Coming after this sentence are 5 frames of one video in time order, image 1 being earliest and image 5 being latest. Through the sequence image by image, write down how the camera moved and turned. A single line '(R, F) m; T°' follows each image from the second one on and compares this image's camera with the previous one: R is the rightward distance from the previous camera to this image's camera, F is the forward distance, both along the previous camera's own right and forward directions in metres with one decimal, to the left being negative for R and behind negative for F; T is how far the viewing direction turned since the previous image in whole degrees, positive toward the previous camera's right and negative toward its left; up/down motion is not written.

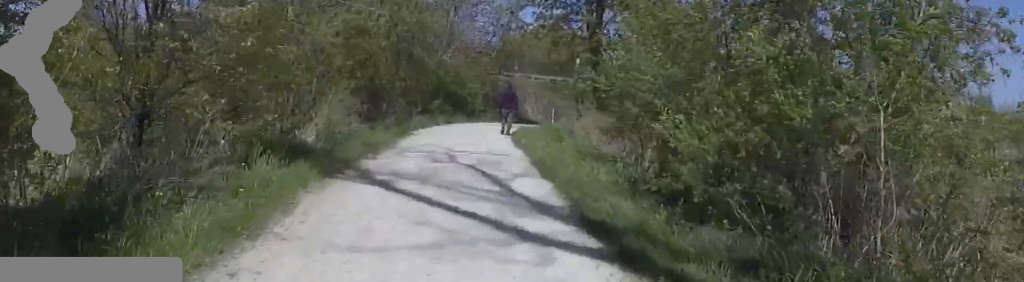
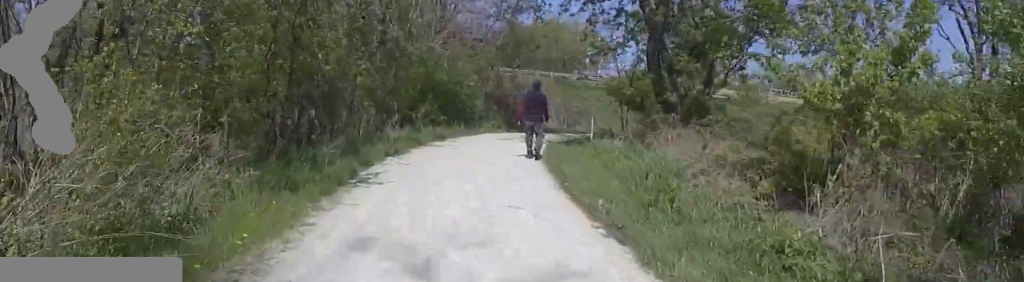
(+0.2, +8.4) m; +8°
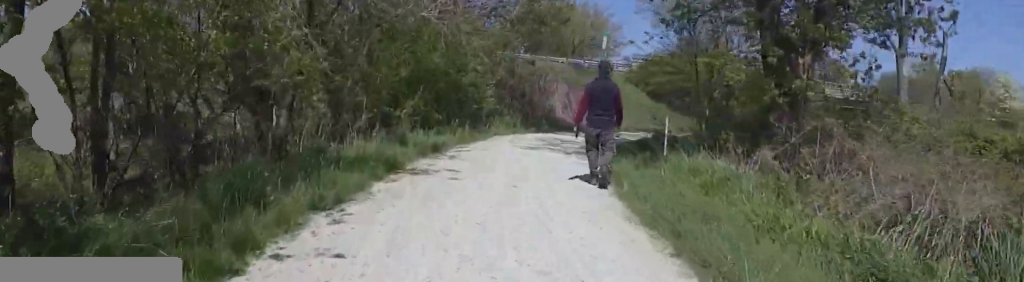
(+0.3, +6.1) m; +3°
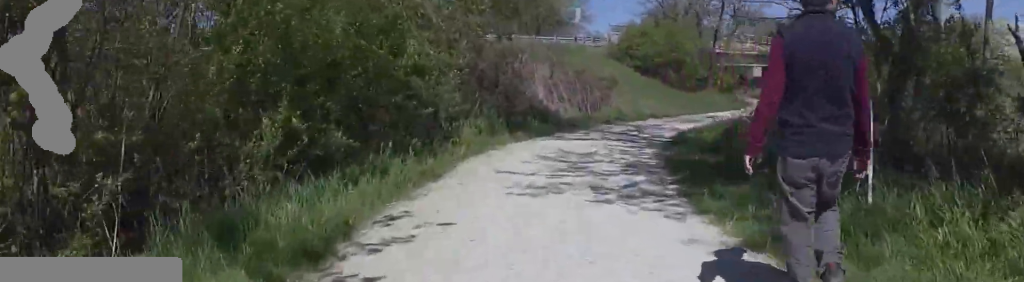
(0.0, +6.7) m; +2°
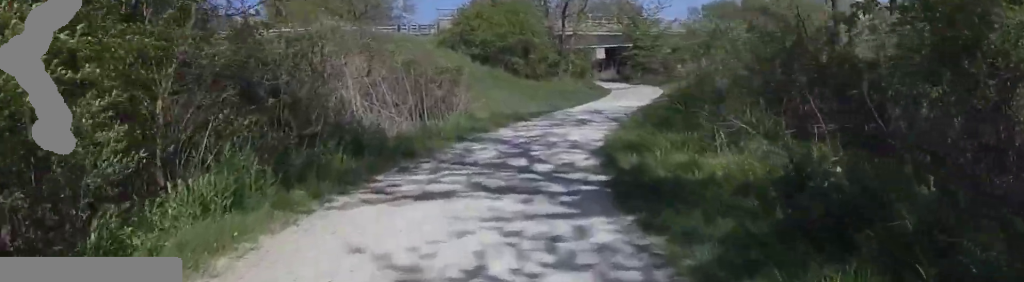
(+0.5, +6.2) m; +19°
